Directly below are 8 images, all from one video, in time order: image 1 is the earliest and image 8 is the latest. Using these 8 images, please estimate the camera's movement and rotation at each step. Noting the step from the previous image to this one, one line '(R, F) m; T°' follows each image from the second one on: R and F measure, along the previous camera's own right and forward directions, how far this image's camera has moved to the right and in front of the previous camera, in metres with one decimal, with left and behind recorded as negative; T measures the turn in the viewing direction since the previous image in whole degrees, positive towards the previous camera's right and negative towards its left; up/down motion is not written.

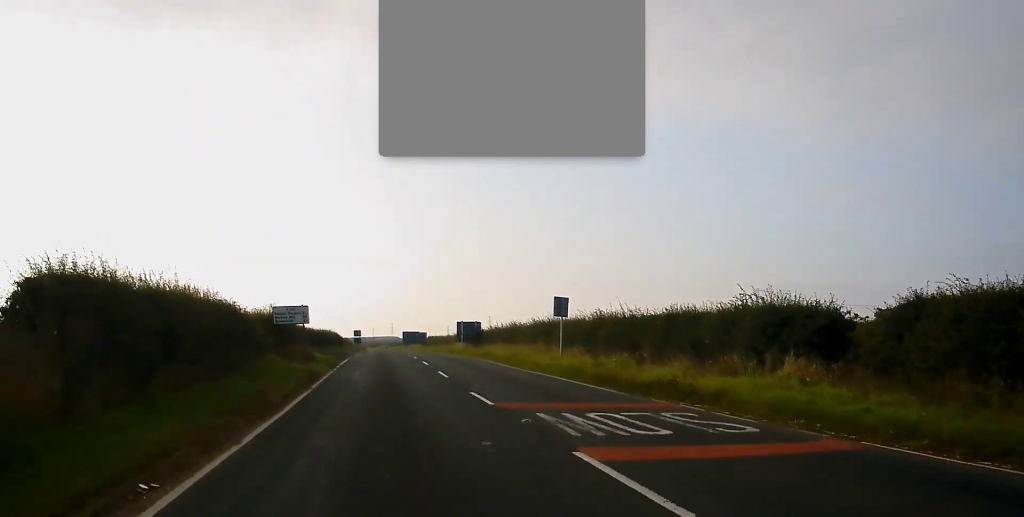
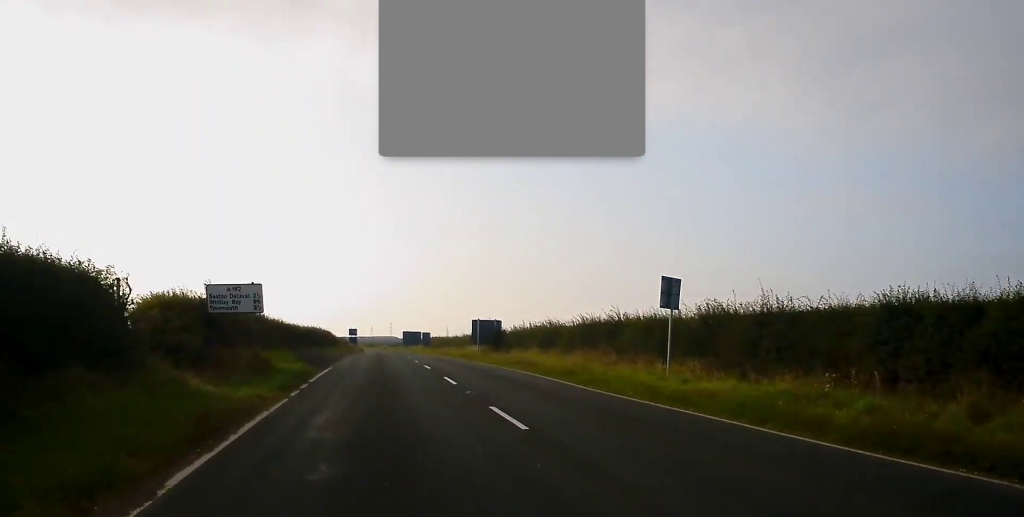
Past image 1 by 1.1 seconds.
(-0.2, +12.9) m; 0°
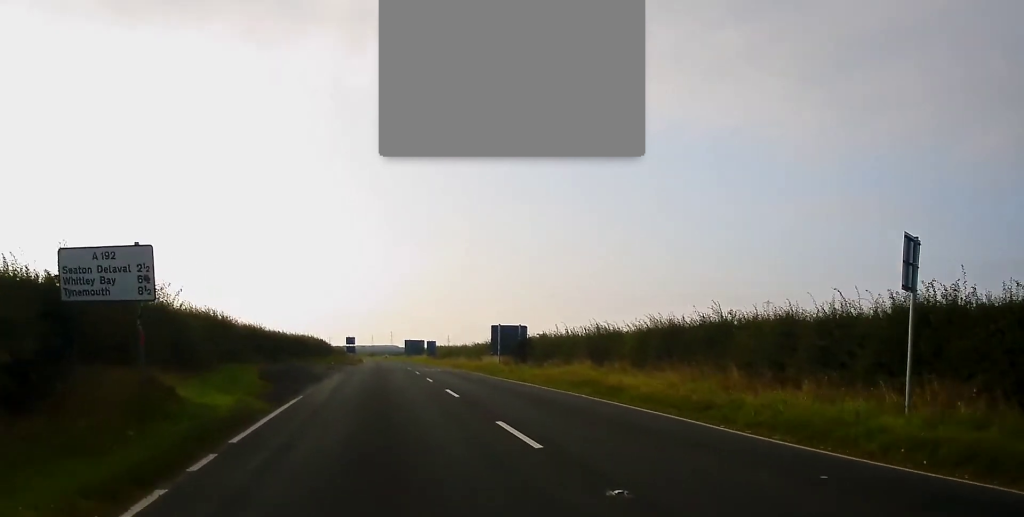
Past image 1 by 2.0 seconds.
(+0.2, +10.1) m; +1°
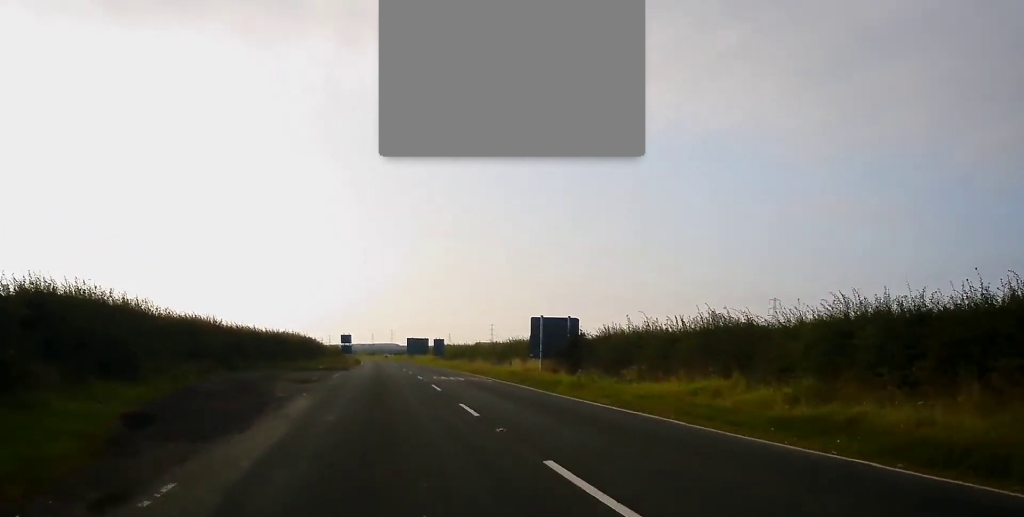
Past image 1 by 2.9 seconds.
(0.0, +12.2) m; 0°
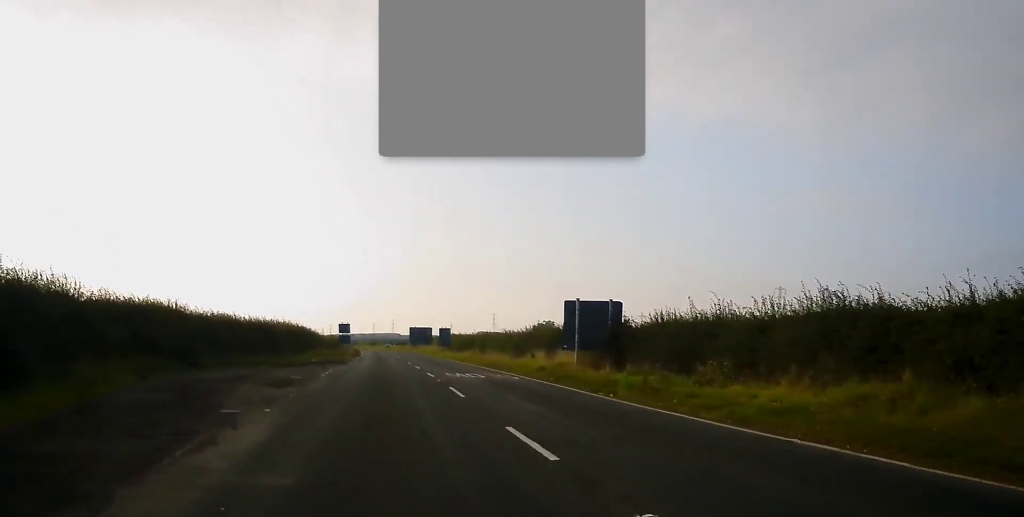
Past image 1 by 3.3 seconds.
(0.0, +6.3) m; 0°
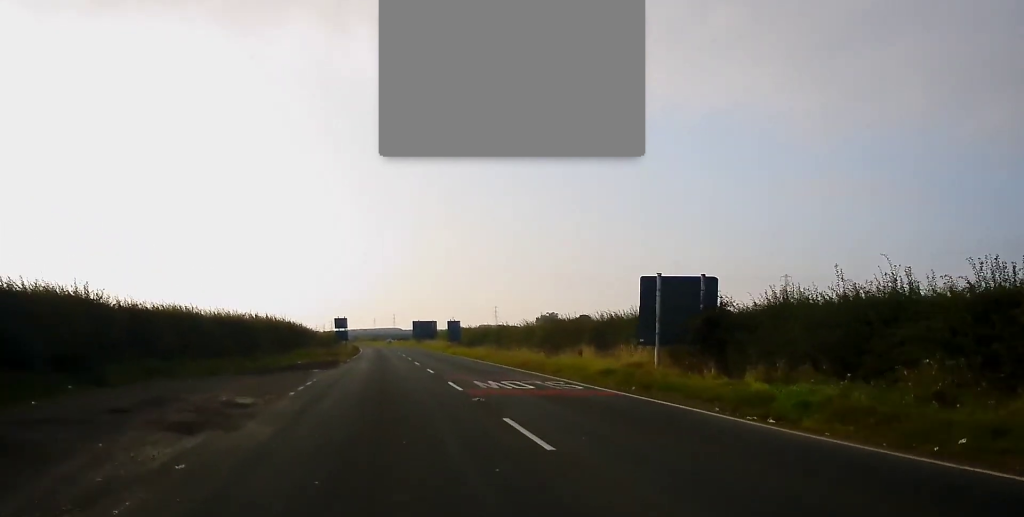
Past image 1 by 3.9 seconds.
(0.0, +8.6) m; 0°
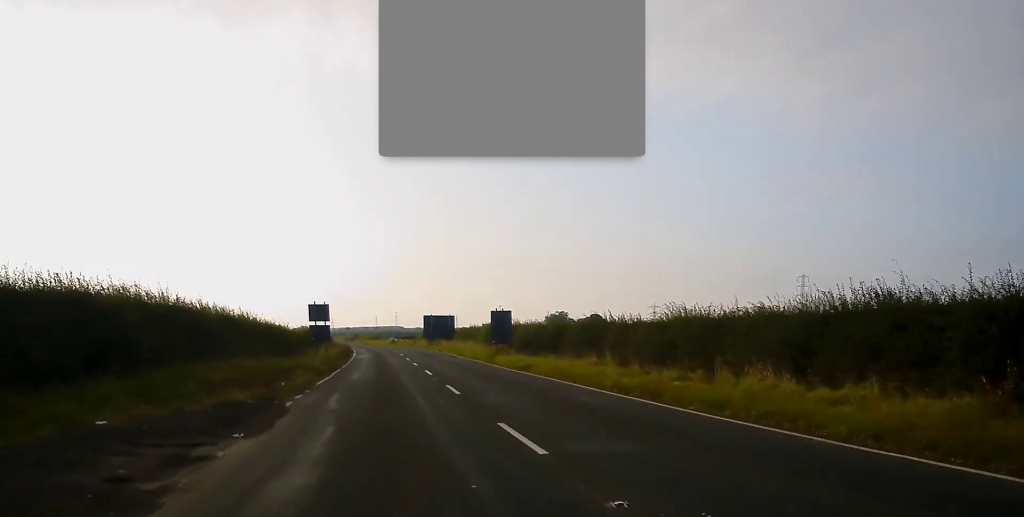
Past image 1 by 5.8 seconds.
(+0.2, +27.1) m; 0°
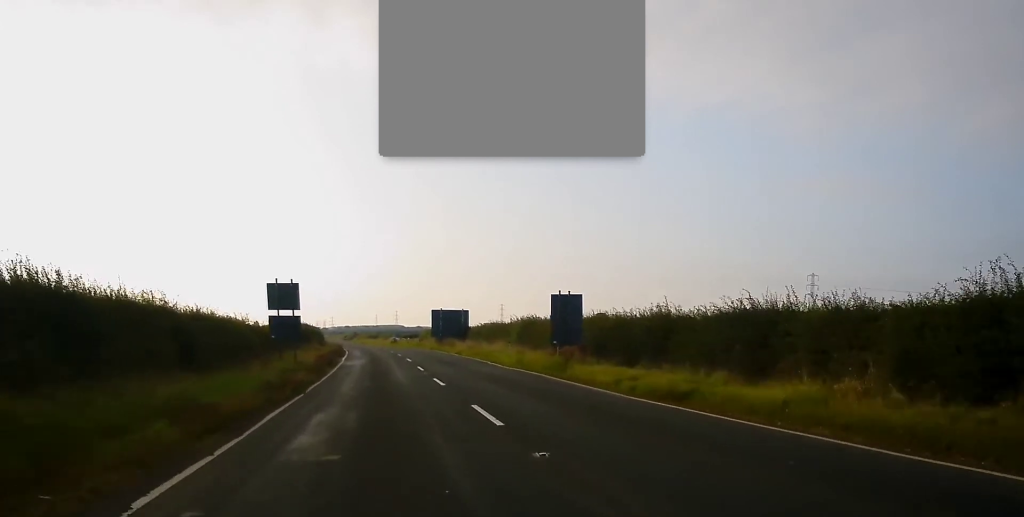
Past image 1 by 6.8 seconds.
(-0.4, +15.4) m; -1°
